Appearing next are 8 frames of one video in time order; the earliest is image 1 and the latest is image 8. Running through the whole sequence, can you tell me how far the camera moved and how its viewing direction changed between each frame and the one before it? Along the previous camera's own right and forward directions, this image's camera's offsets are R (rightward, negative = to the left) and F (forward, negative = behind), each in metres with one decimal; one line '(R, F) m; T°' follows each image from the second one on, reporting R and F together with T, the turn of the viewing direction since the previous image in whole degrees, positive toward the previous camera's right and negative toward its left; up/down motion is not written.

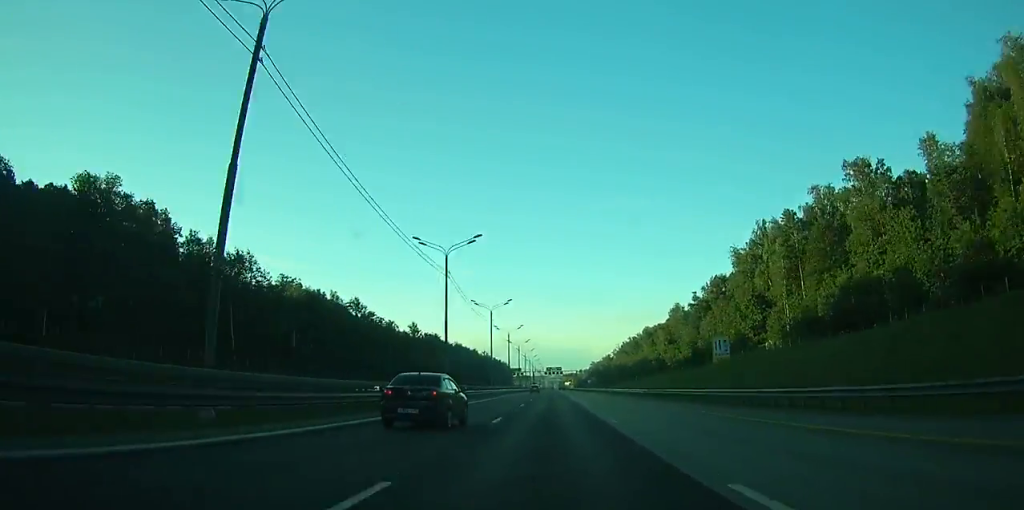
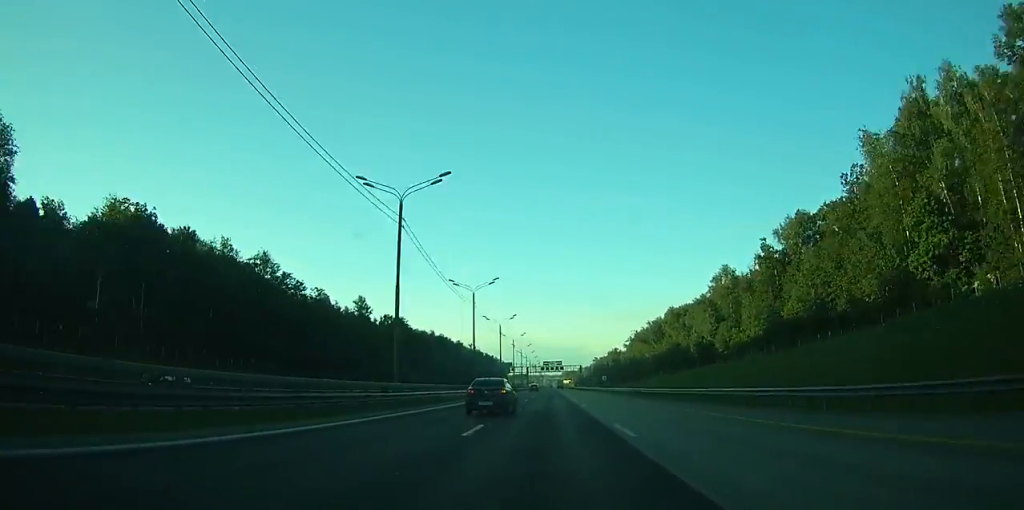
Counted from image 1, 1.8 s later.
(+0.1, +51.5) m; 0°
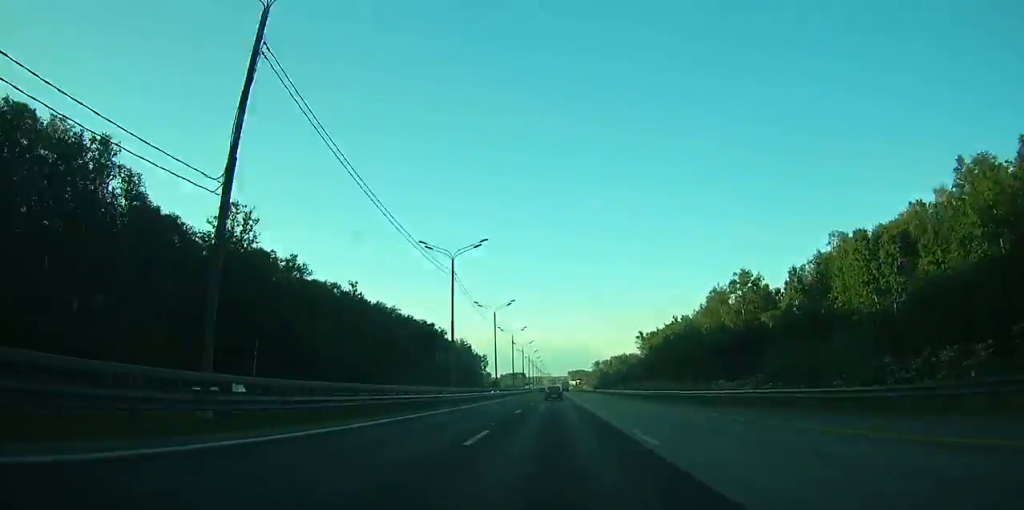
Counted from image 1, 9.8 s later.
(+0.2, +251.5) m; 0°
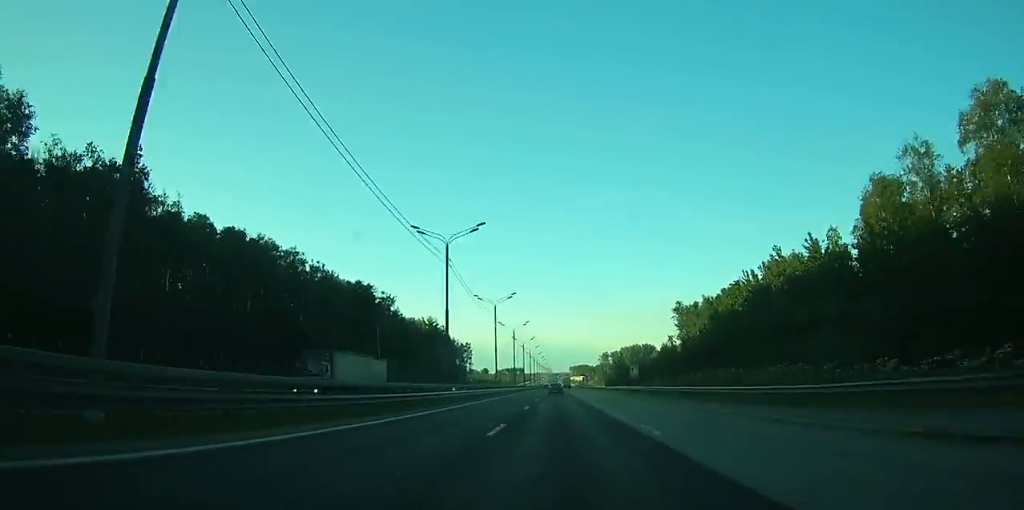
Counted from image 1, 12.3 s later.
(-0.3, +81.2) m; 0°
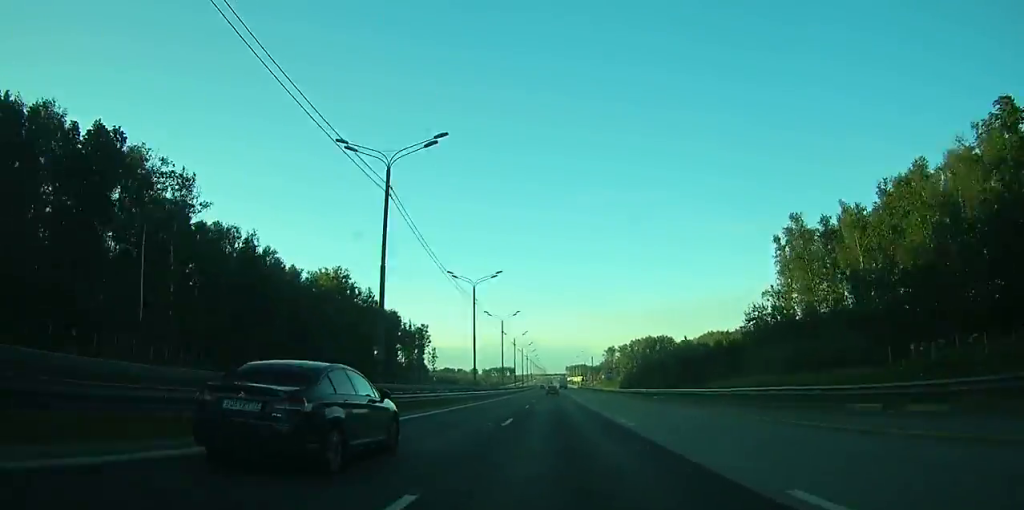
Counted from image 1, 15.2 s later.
(+0.4, +94.3) m; 0°
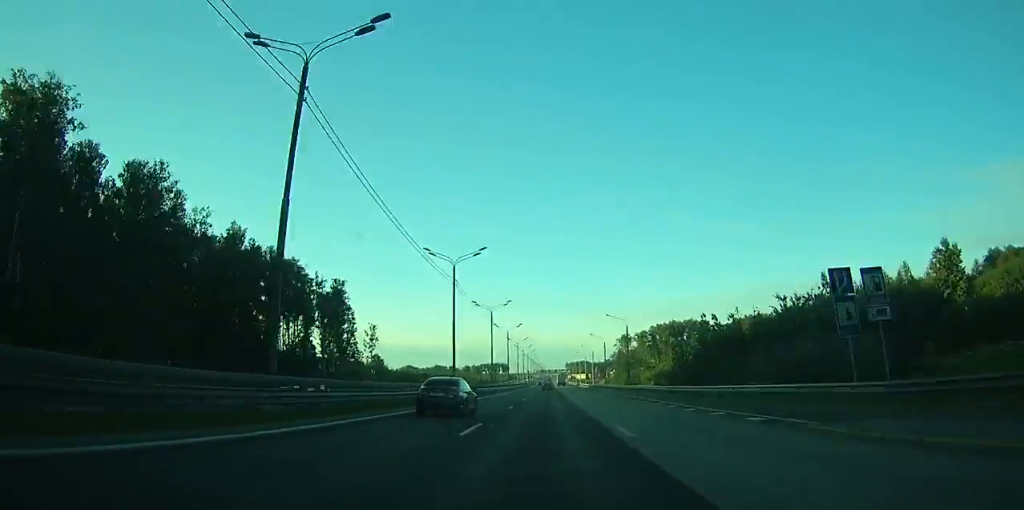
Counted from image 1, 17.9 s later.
(+0.1, +87.5) m; 0°
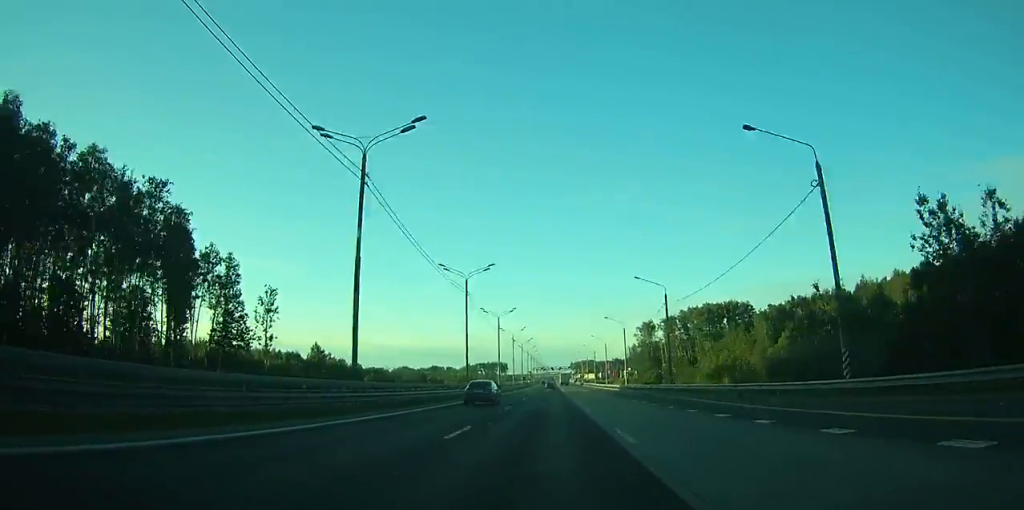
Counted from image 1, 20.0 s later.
(-0.1, +67.3) m; 0°
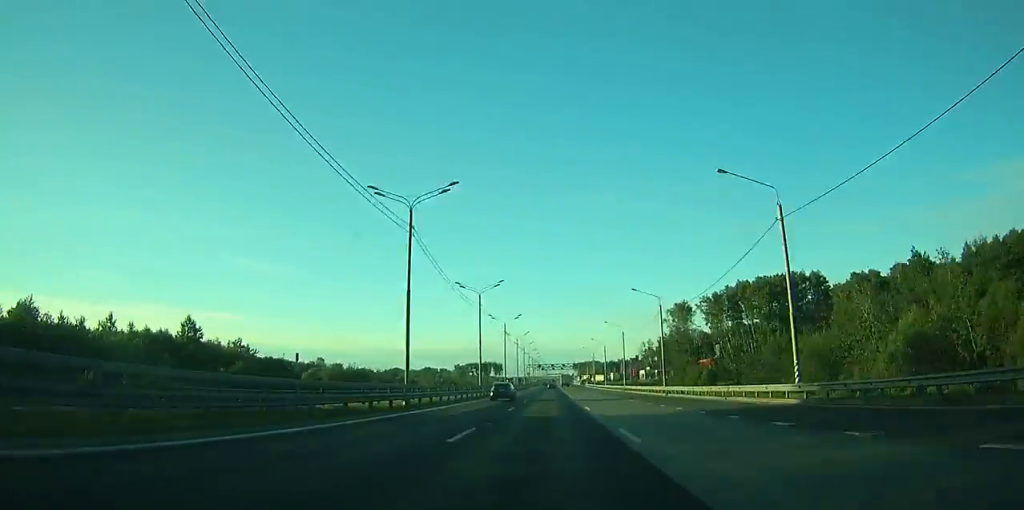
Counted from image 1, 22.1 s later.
(0.0, +66.9) m; 0°
